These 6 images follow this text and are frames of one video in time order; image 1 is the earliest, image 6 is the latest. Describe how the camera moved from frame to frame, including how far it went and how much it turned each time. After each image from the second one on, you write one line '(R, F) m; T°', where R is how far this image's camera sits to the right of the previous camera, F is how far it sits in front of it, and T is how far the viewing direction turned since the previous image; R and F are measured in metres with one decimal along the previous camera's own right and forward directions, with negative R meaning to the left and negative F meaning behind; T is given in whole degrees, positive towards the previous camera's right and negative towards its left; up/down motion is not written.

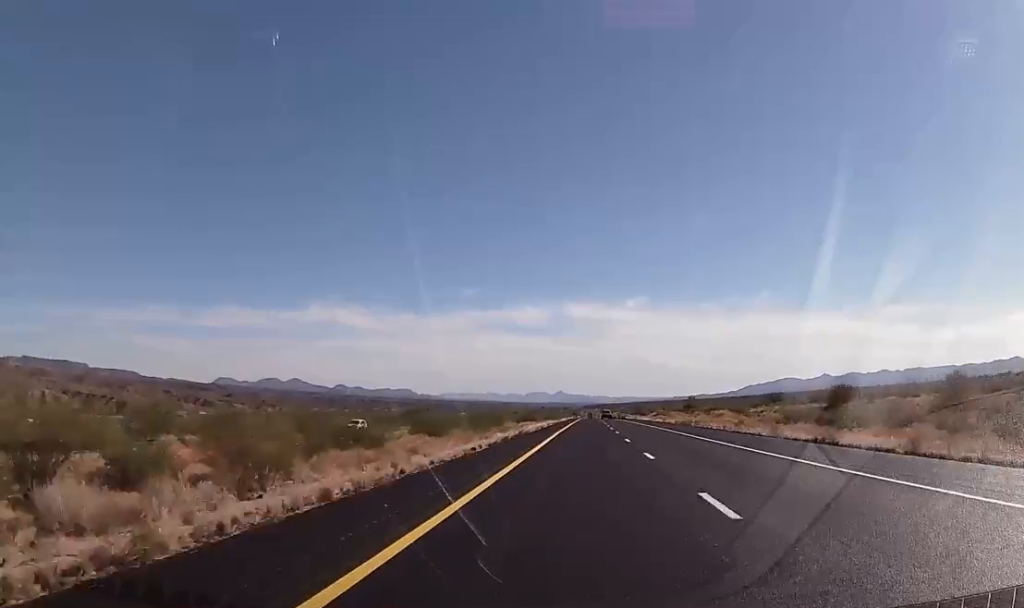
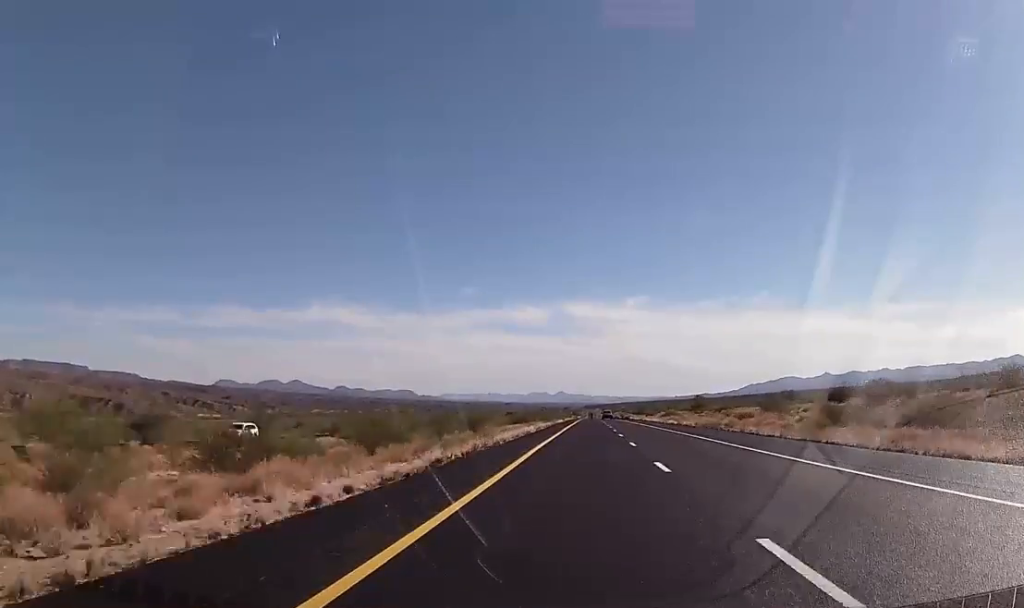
(0.0, +16.6) m; 0°
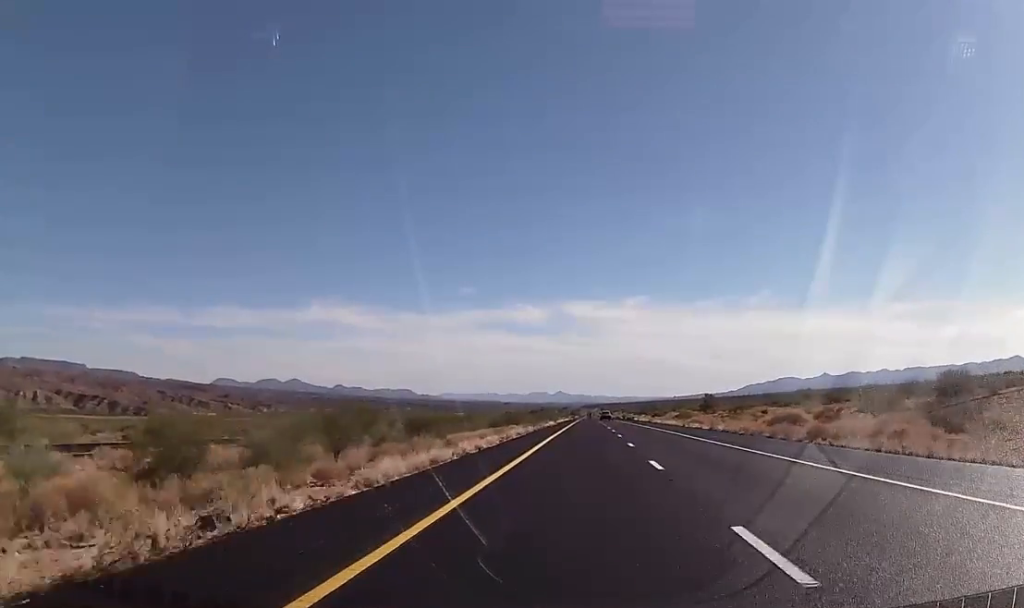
(0.0, +23.1) m; 0°
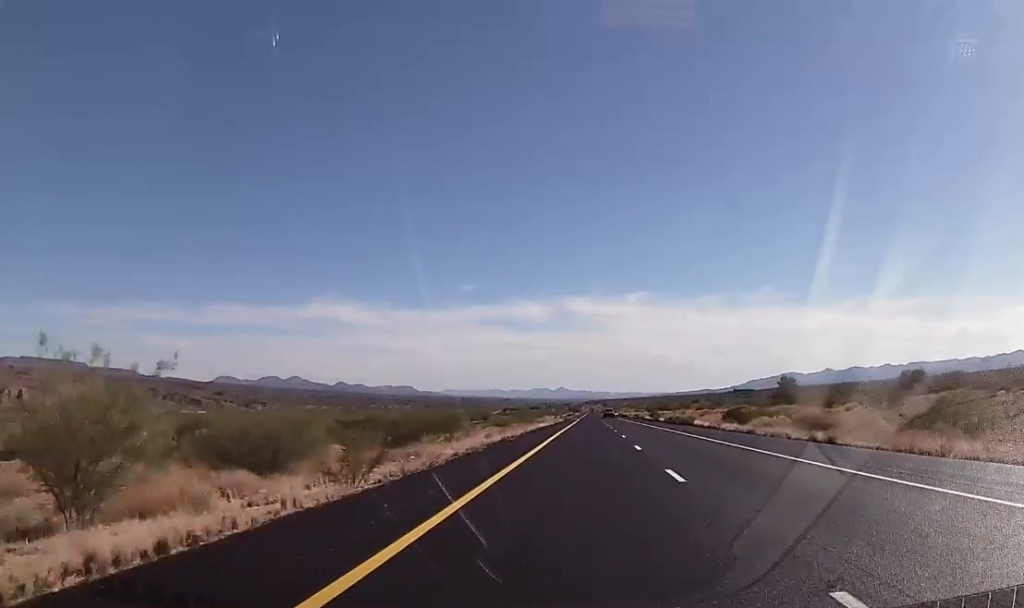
(+1.0, +87.7) m; +1°
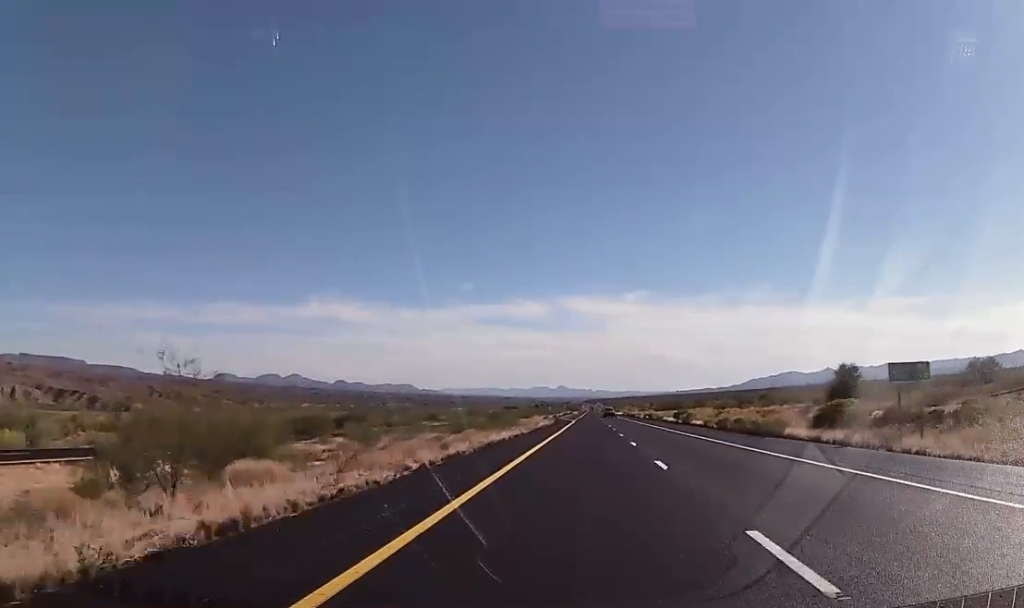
(-0.2, +33.4) m; 0°
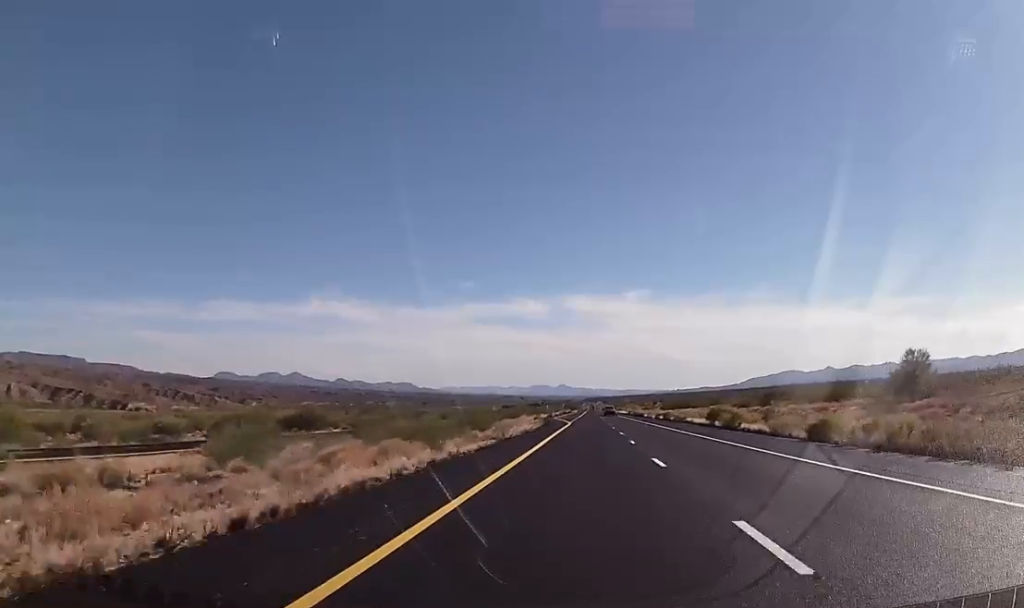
(0.0, +23.3) m; 0°
